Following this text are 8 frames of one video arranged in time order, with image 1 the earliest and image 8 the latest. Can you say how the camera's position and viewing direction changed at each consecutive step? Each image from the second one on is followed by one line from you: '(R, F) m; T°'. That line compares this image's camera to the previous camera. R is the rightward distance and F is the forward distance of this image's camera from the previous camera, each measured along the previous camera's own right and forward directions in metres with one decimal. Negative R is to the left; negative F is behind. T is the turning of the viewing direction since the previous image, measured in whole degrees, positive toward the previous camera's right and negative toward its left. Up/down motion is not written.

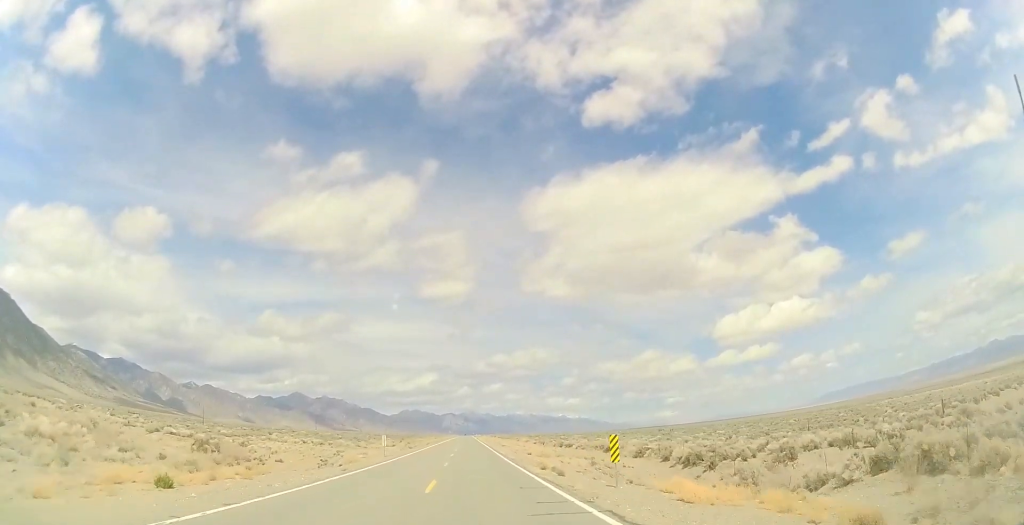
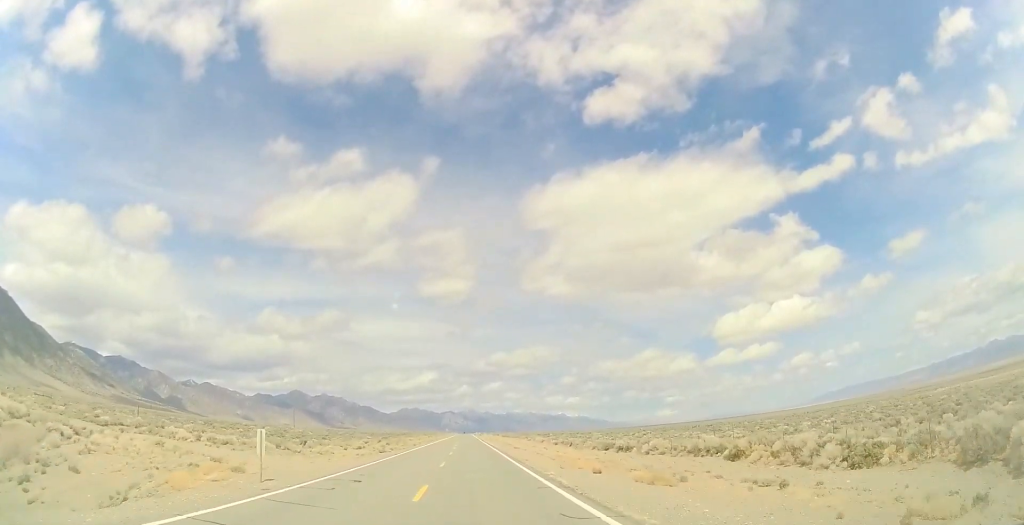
(+0.1, +27.0) m; 0°
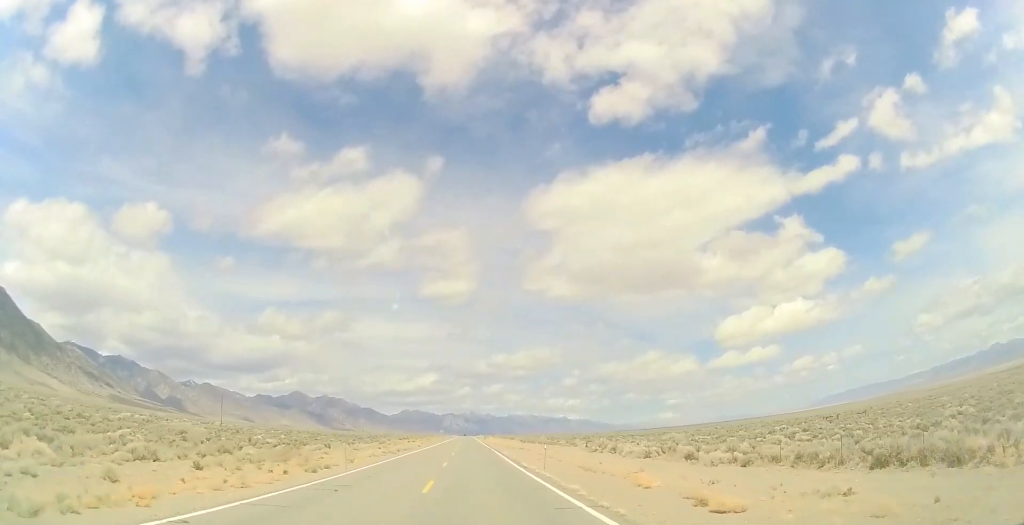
(0.0, +58.6) m; 0°
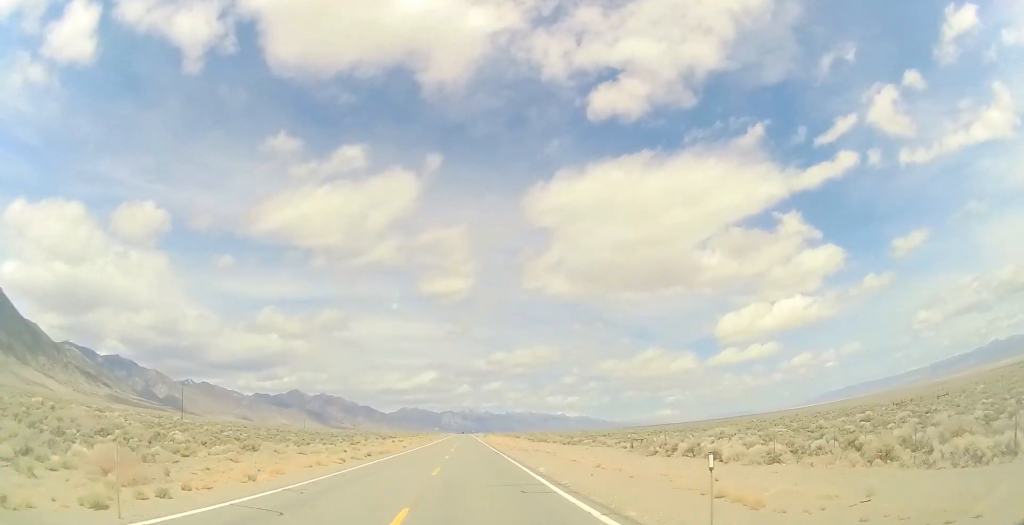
(0.0, +19.2) m; 0°
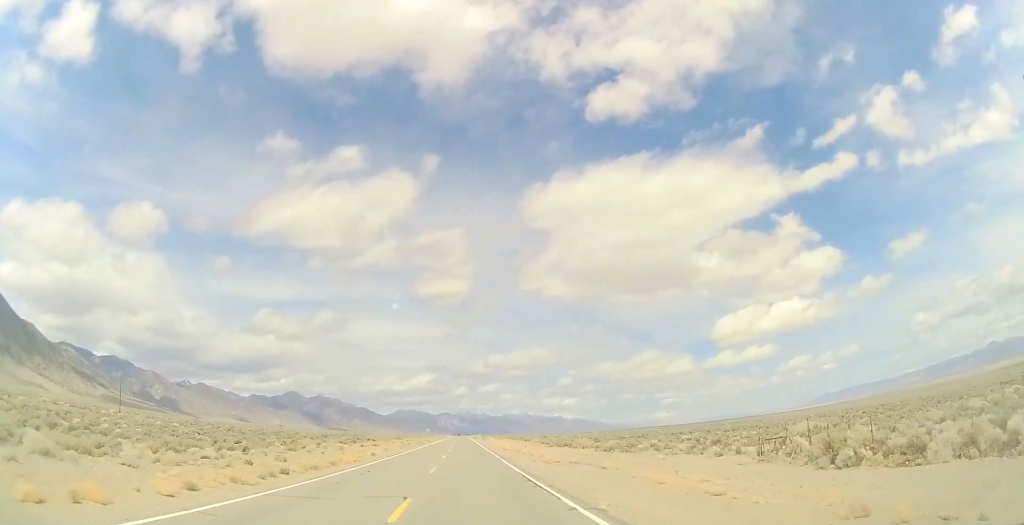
(0.0, +22.5) m; 0°
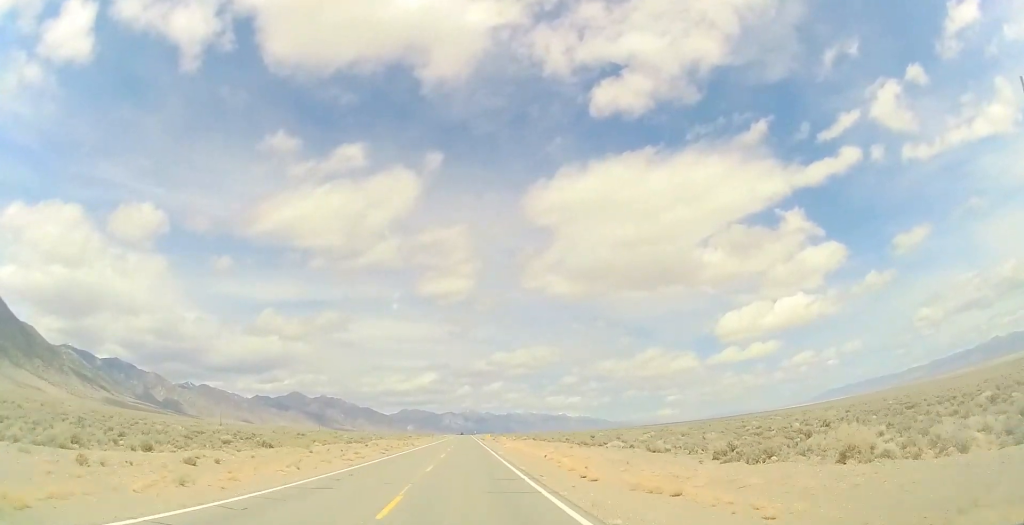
(+0.5, +48.4) m; 0°
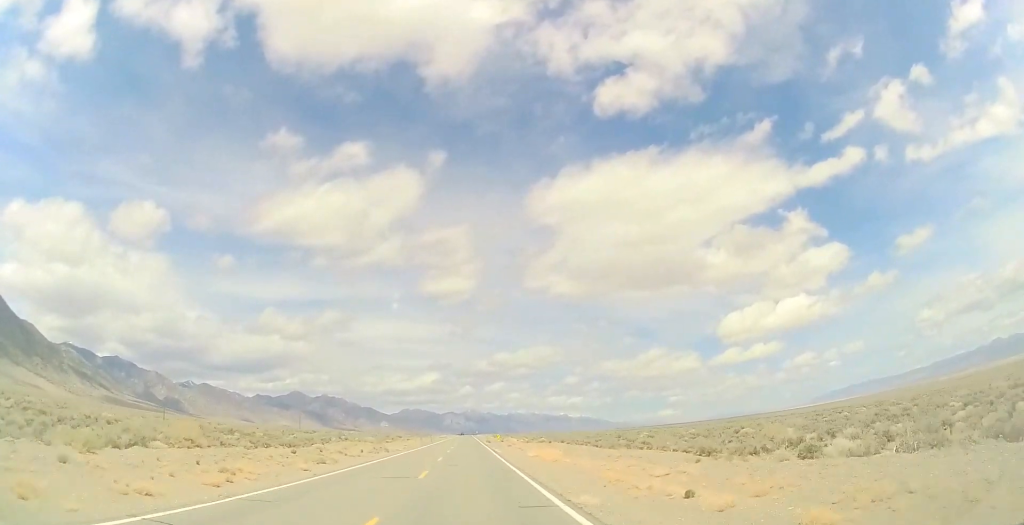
(-0.3, +28.1) m; -1°
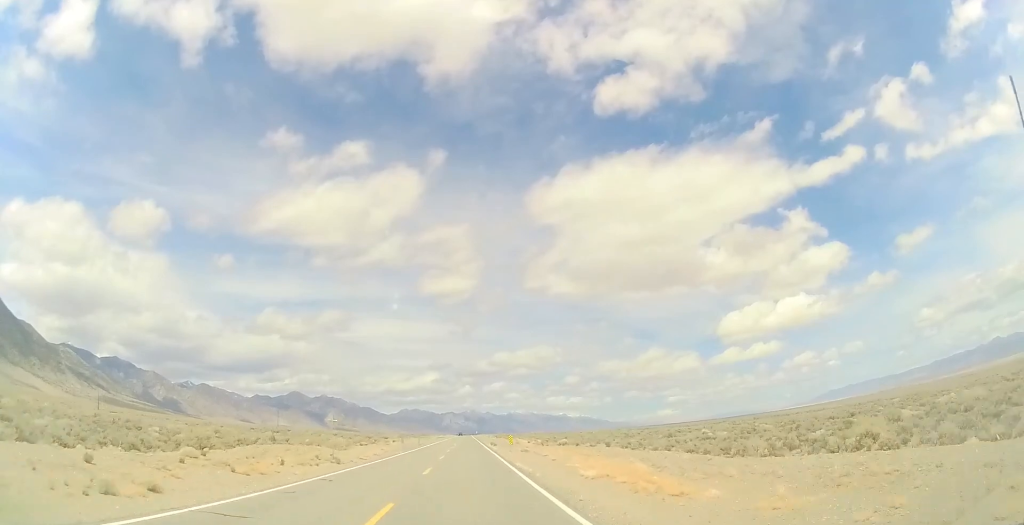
(-0.2, +22.4) m; 0°
